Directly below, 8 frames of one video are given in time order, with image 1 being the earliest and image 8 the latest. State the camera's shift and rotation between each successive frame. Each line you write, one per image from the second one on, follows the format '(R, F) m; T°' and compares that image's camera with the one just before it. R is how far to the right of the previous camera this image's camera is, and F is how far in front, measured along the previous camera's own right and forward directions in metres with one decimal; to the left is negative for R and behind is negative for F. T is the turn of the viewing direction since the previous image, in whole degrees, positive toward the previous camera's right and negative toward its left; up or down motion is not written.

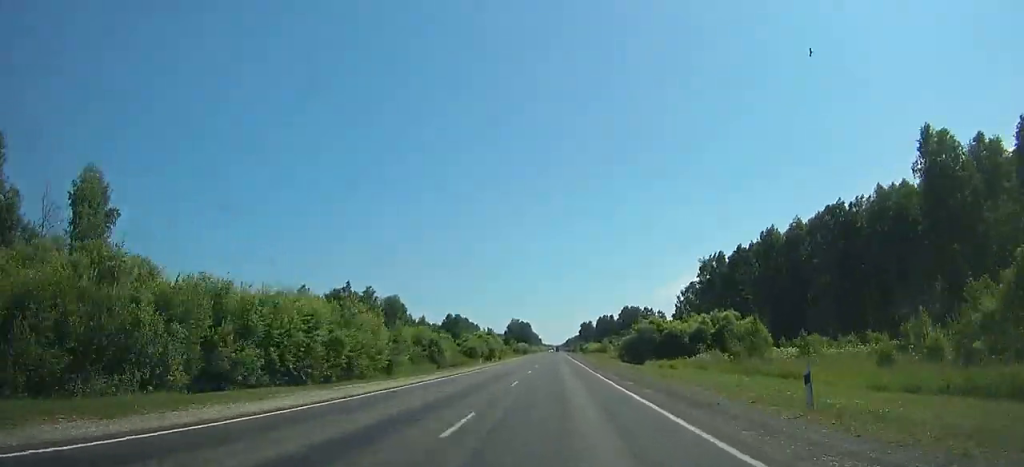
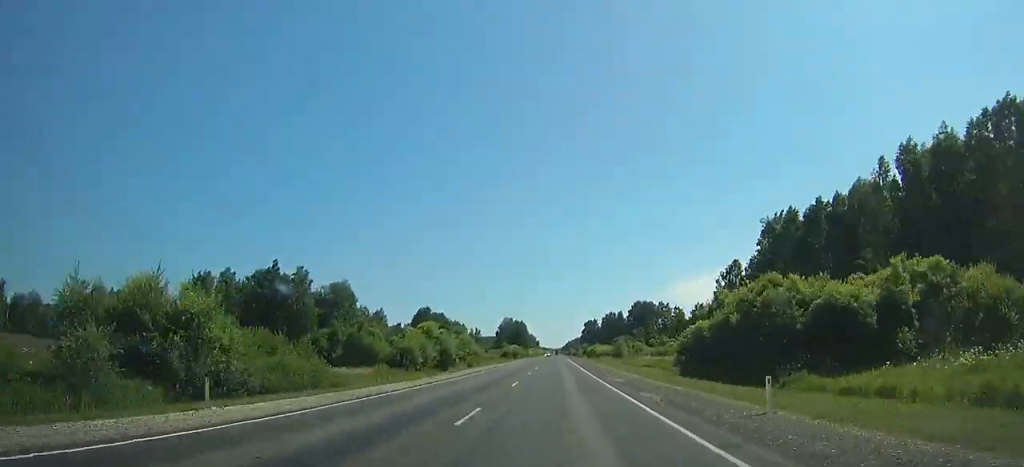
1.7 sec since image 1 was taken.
(0.0, +44.8) m; 0°
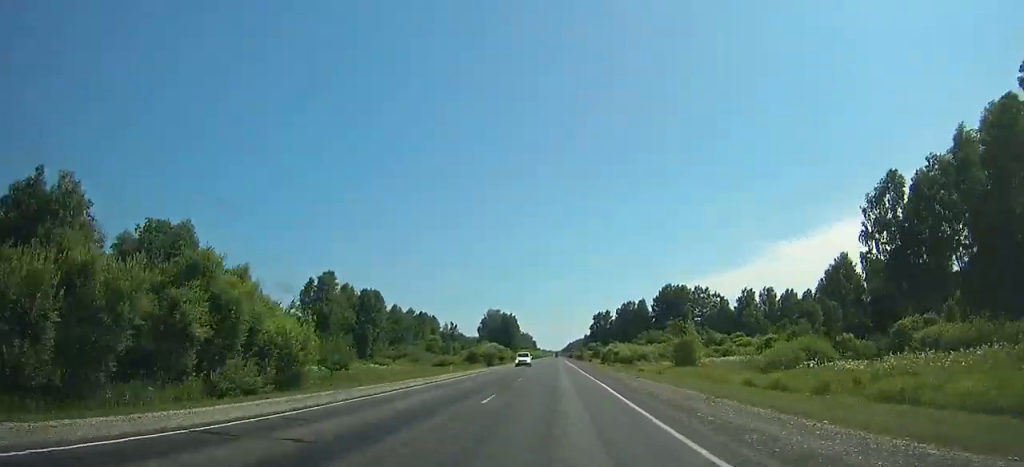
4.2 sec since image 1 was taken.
(+0.1, +63.7) m; 0°
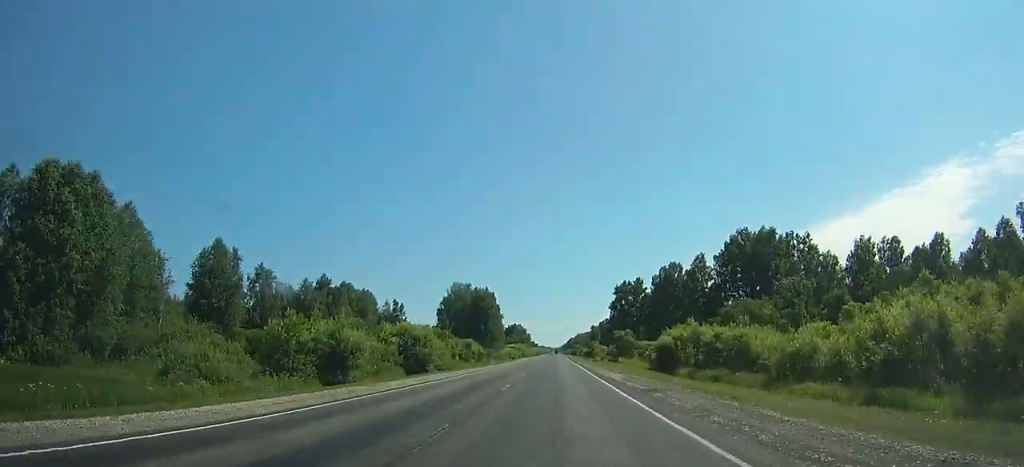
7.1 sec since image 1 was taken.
(-0.1, +71.9) m; 0°
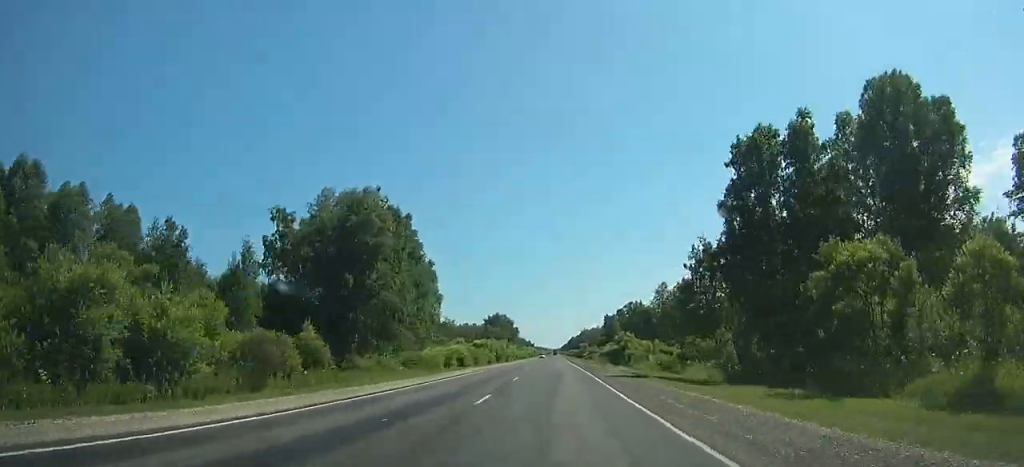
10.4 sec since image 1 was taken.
(+0.4, +82.2) m; 0°
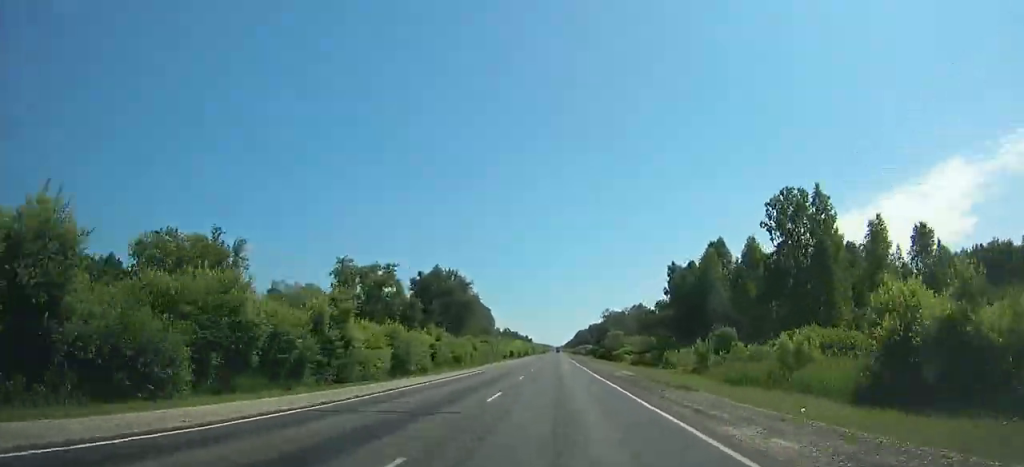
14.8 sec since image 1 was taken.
(-1.0, +126.2) m; 0°
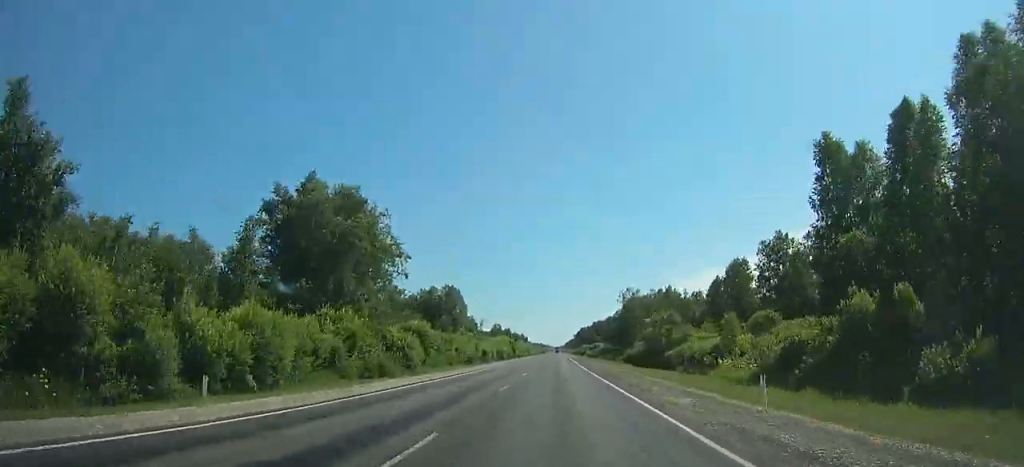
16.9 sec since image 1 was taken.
(+0.1, +61.8) m; 0°
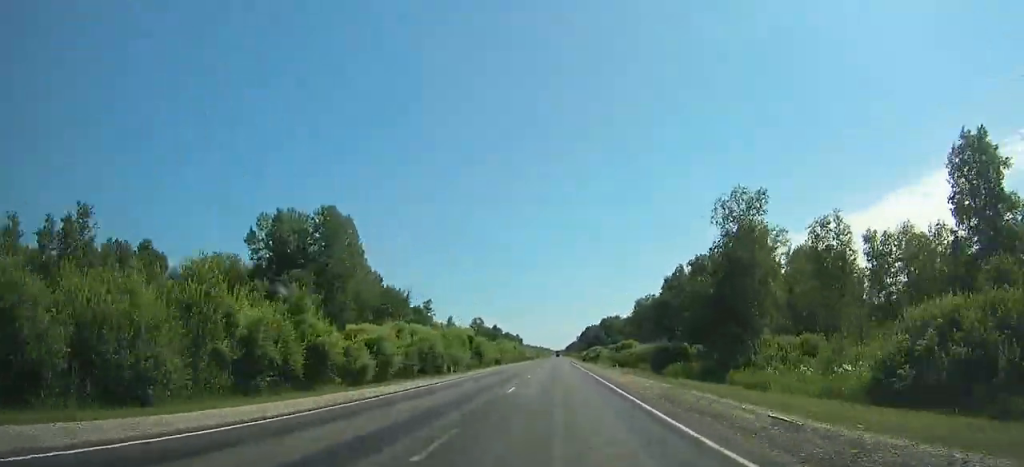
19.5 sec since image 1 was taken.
(0.0, +75.0) m; 0°
